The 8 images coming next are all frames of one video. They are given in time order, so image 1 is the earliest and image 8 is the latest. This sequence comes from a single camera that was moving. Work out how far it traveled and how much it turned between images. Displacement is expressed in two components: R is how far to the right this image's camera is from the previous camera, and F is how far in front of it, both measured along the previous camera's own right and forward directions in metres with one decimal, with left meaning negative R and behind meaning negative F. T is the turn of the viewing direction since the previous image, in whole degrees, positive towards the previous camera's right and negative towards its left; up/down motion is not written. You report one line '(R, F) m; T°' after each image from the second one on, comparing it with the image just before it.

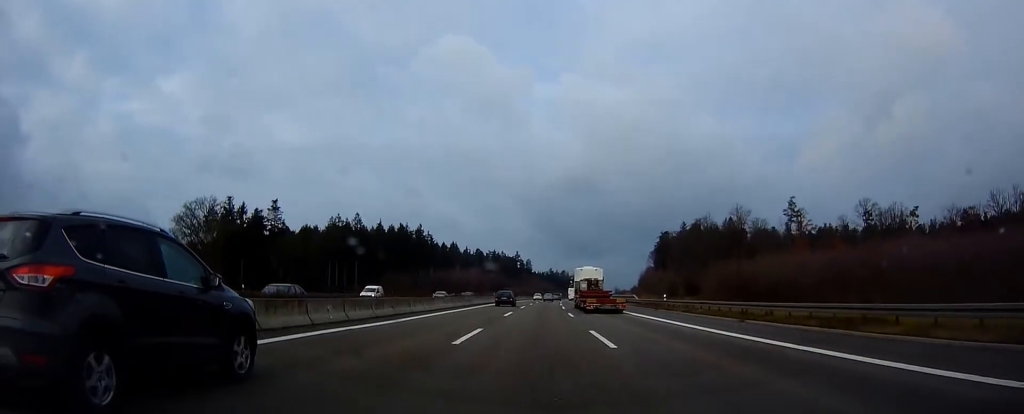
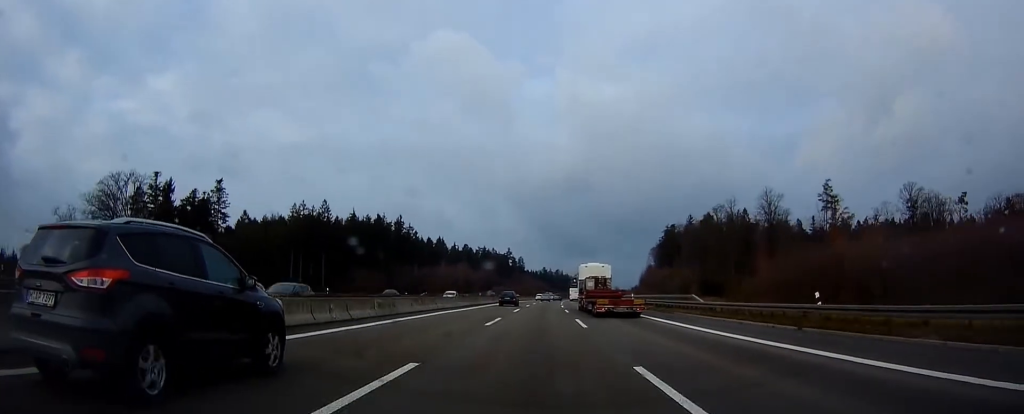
(+0.5, +27.4) m; +1°
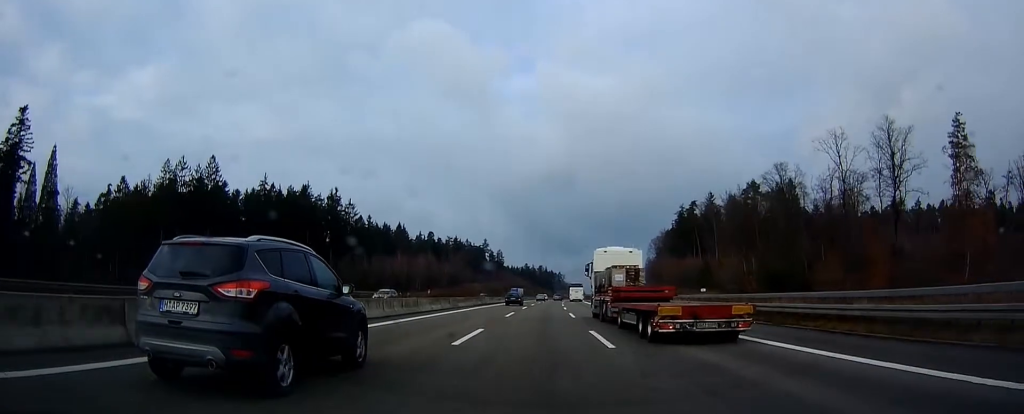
(+0.5, +62.3) m; +1°
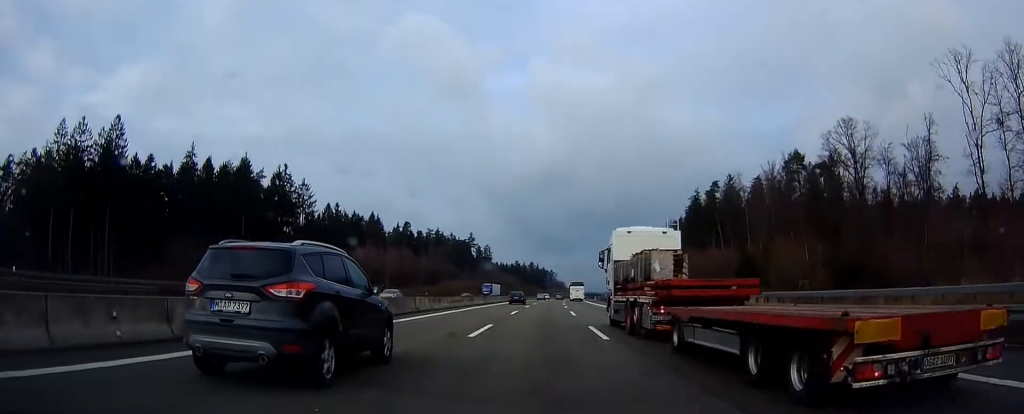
(+0.2, +33.7) m; 0°
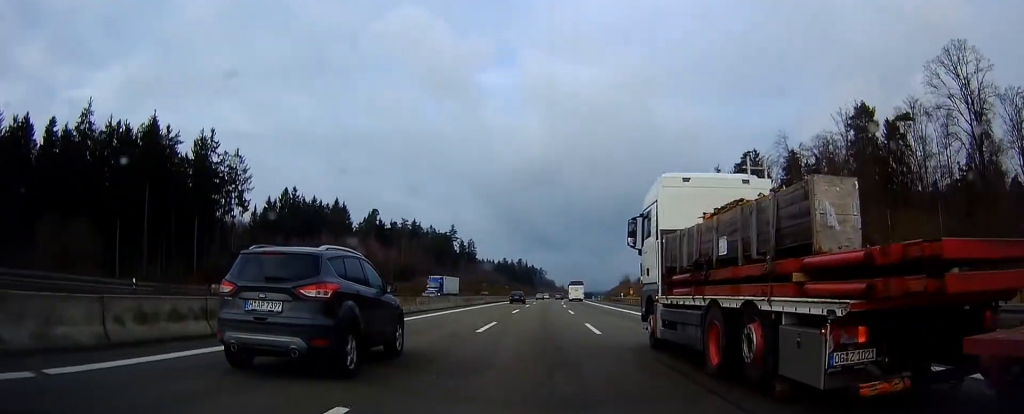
(0.0, +34.0) m; +1°
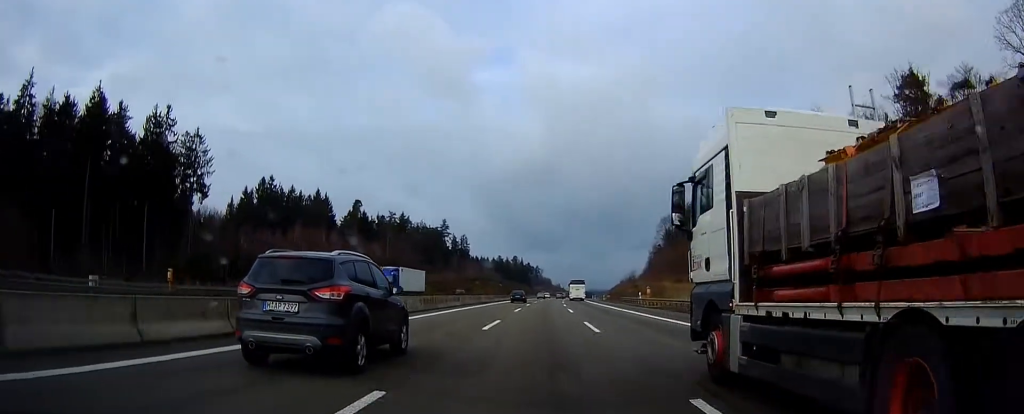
(-0.1, +16.4) m; +1°
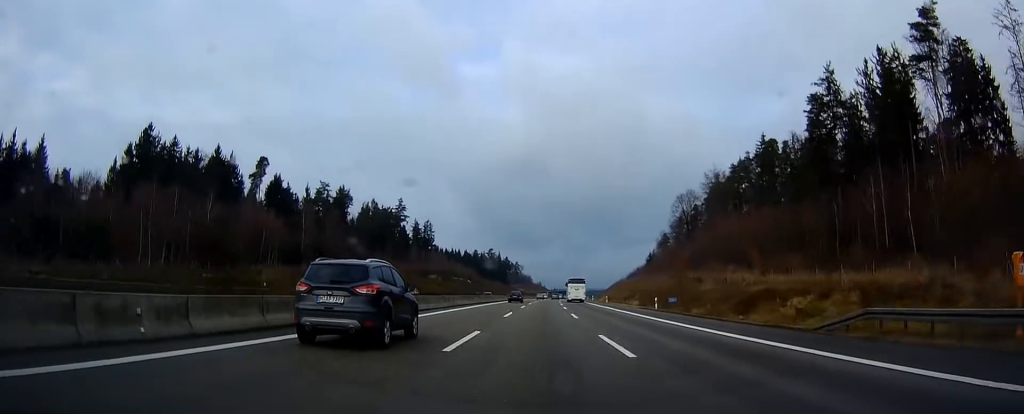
(+1.0, +61.0) m; +2°
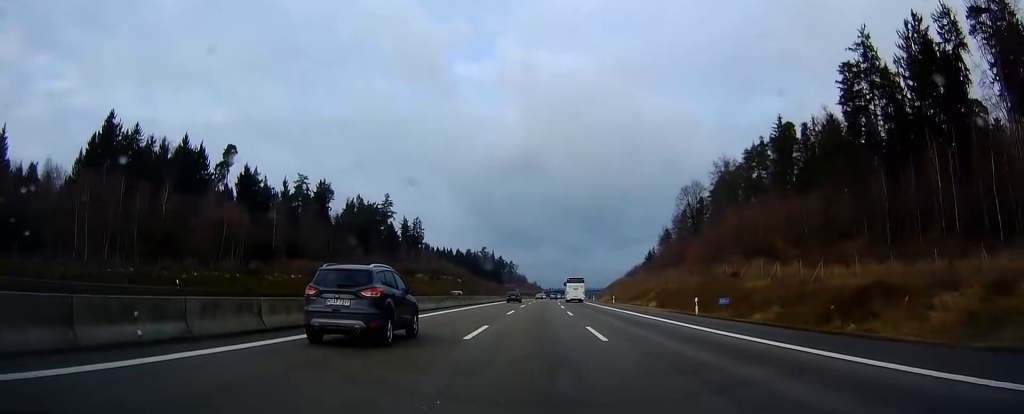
(+0.1, +14.0) m; 0°
